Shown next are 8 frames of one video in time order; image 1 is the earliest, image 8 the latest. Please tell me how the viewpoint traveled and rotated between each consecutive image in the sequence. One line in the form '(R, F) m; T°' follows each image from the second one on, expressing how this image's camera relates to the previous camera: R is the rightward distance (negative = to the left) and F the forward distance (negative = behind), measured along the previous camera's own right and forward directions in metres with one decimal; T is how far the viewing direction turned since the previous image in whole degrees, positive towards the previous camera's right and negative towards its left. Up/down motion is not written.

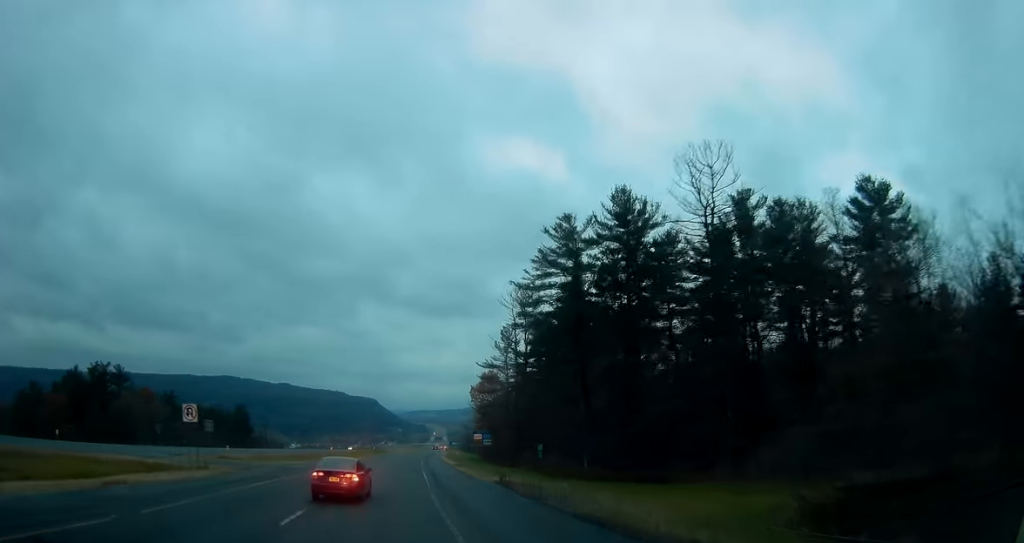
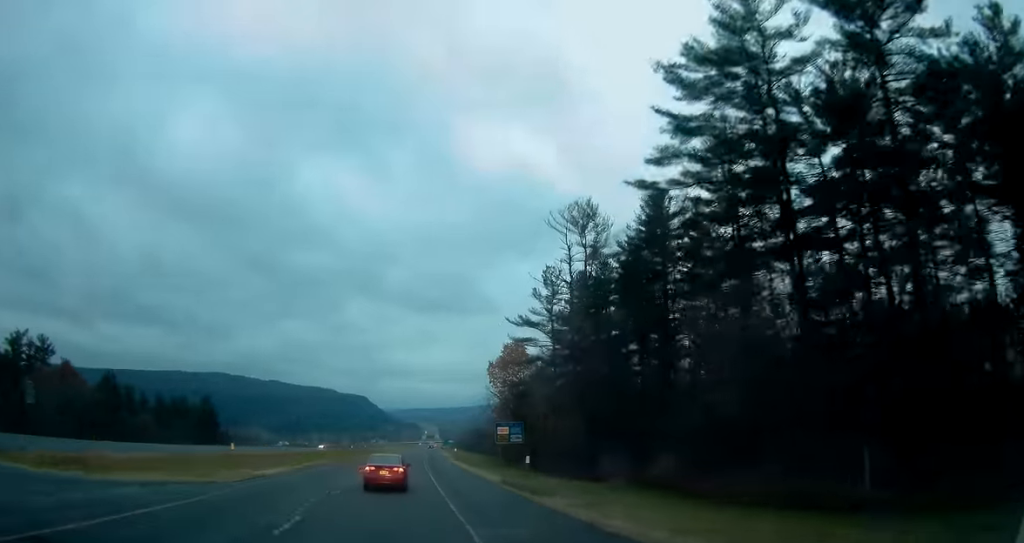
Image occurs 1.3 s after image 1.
(+0.8, +38.6) m; +1°
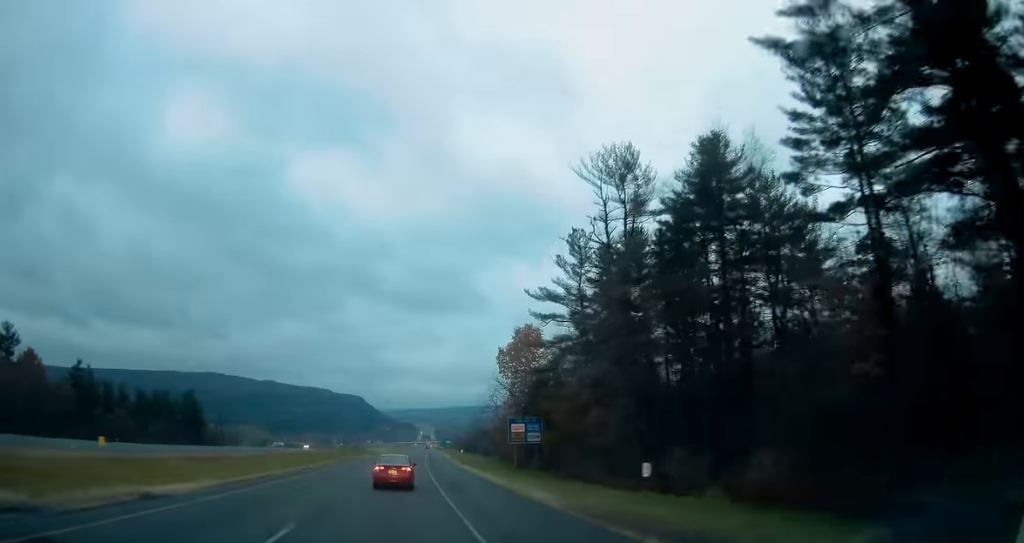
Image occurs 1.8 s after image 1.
(0.0, +13.9) m; 0°
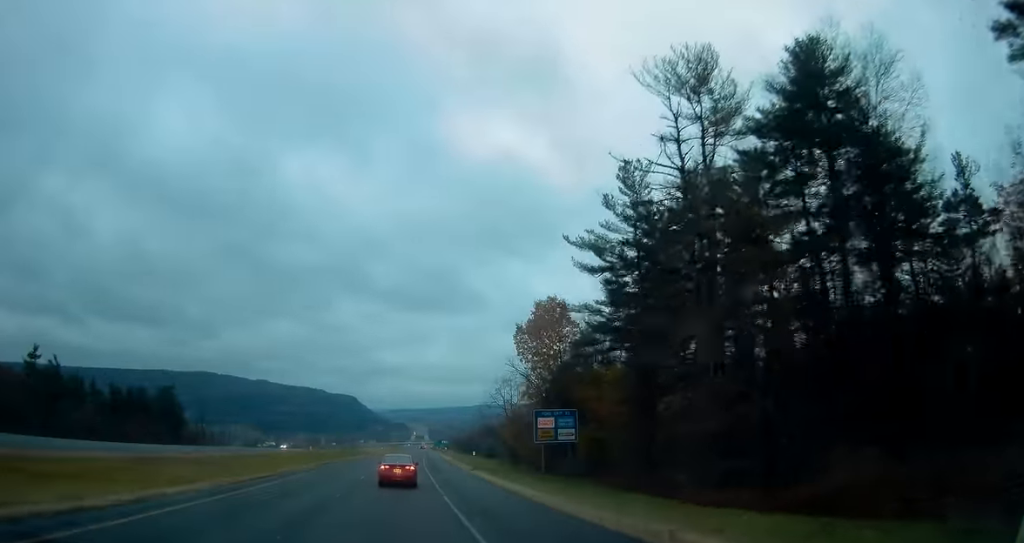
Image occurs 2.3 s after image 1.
(+0.1, +16.9) m; +1°
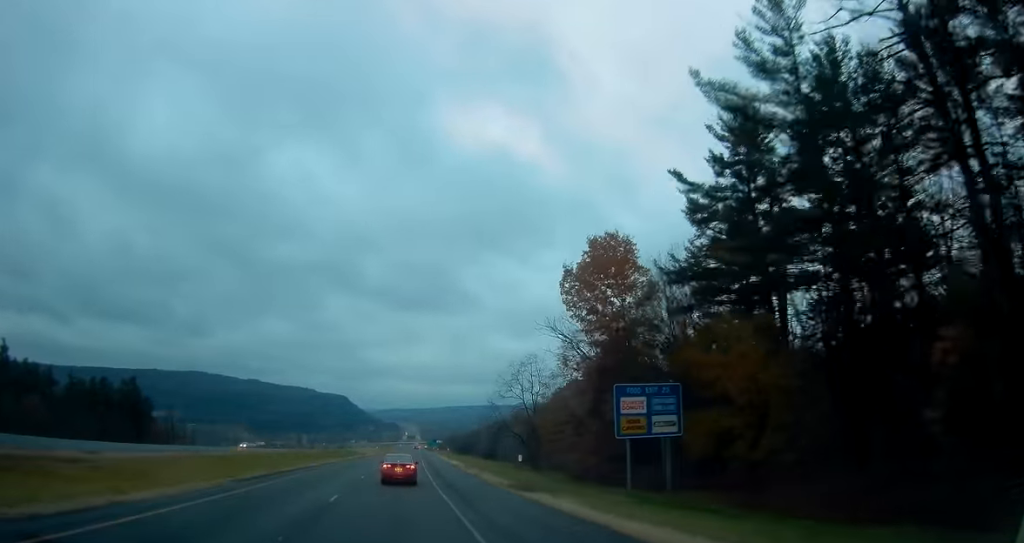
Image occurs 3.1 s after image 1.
(+0.1, +22.9) m; +1°
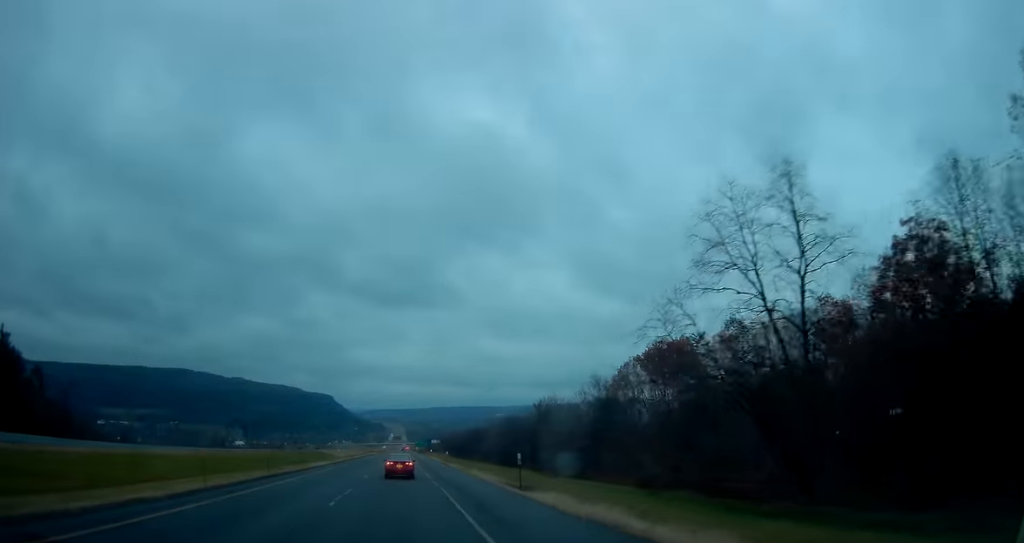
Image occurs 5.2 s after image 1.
(+0.9, +62.5) m; +2°
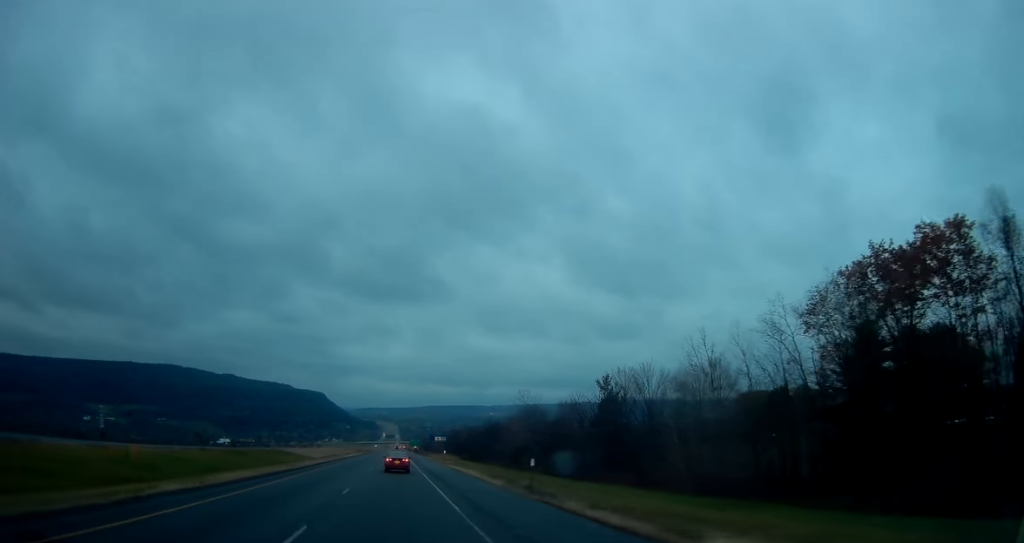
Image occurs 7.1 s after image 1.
(+0.2, +56.5) m; 0°
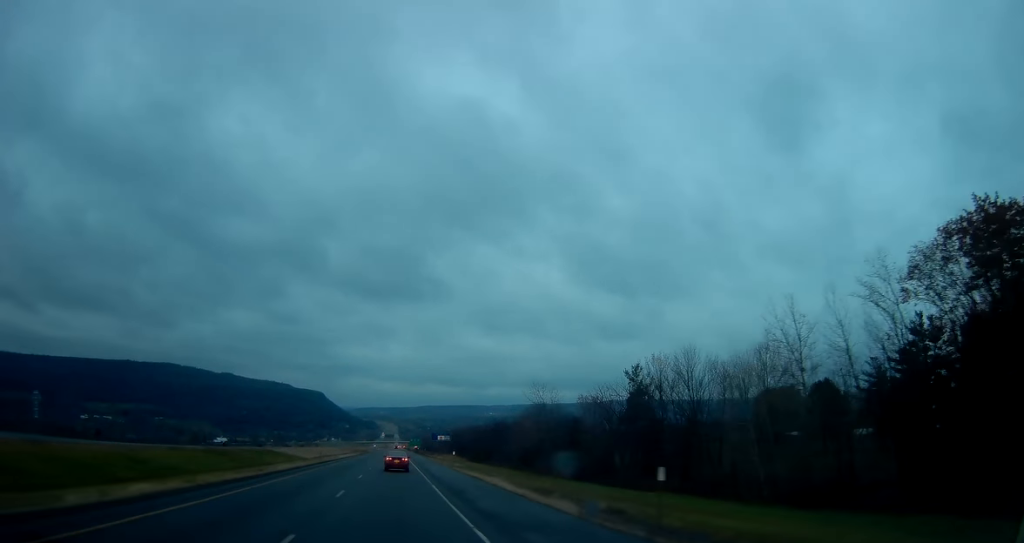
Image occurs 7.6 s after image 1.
(-0.2, +13.9) m; 0°
